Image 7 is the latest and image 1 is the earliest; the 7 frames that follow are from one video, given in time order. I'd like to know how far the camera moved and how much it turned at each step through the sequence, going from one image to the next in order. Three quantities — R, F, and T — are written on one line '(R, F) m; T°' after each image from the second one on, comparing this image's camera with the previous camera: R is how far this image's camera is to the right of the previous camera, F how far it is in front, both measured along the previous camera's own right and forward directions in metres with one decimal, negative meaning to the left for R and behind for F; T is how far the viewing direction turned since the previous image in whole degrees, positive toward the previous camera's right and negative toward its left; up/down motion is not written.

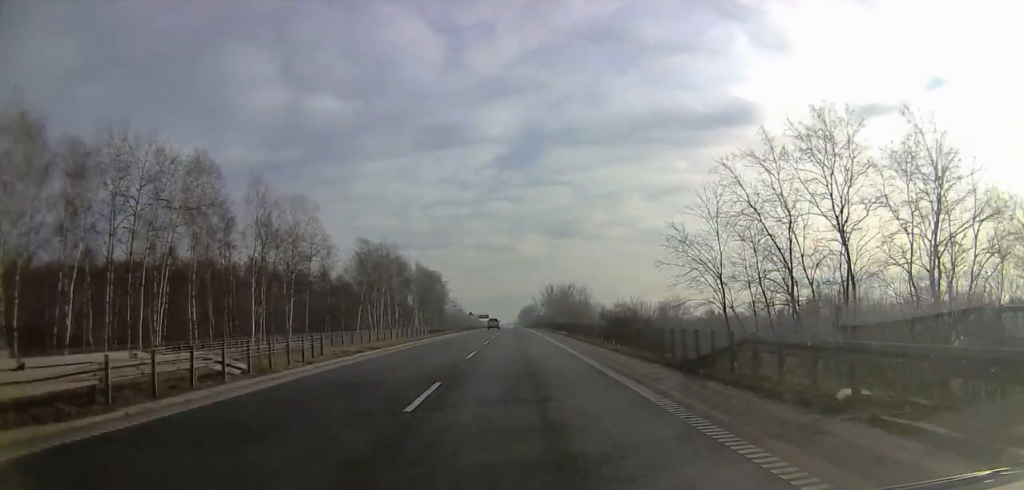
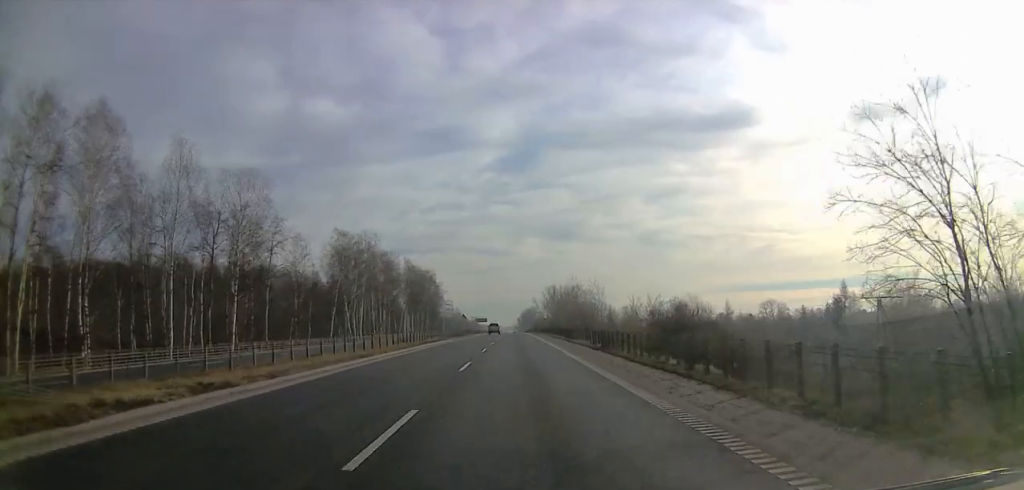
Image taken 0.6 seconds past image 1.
(+0.4, +15.4) m; 0°
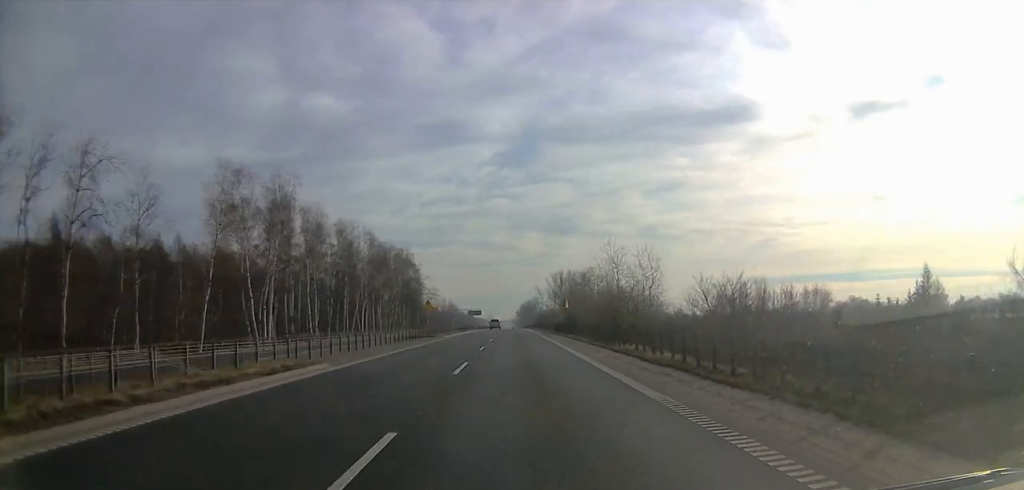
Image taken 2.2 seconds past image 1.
(-0.9, +38.4) m; -3°
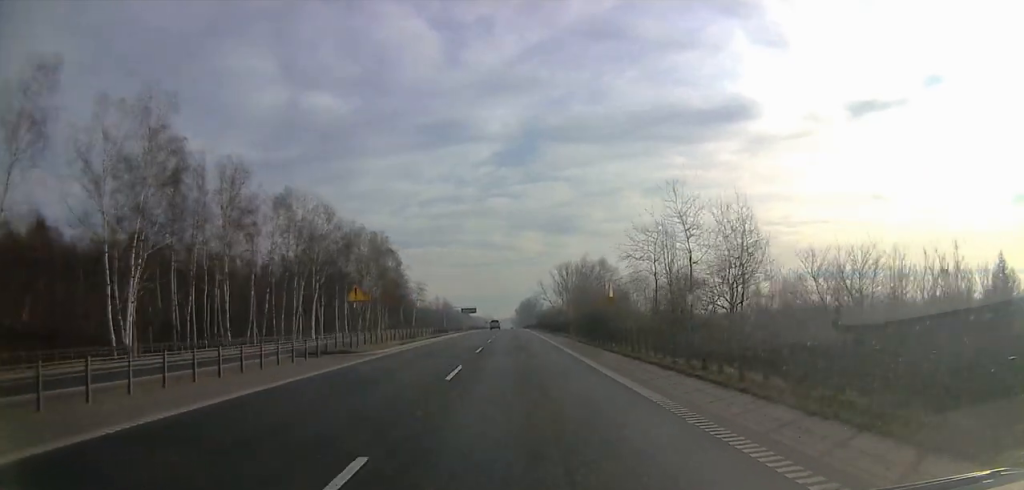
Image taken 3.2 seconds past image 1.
(-0.1, +25.9) m; +1°
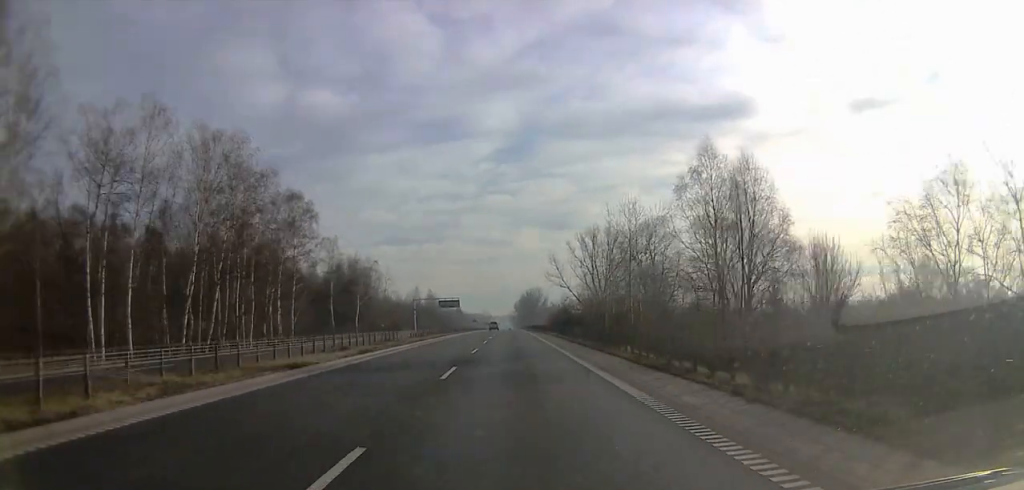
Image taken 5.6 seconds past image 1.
(+0.4, +61.1) m; -1°
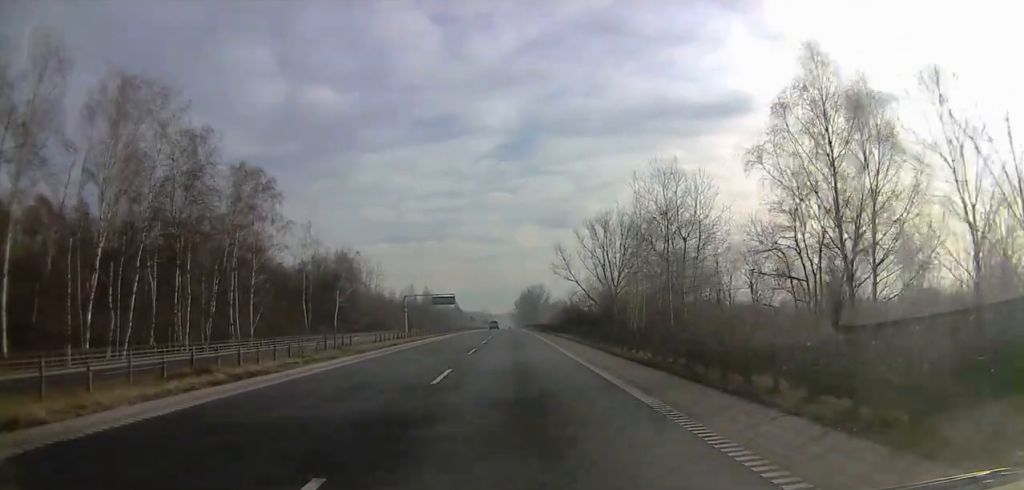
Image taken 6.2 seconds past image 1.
(0.0, +13.5) m; 0°
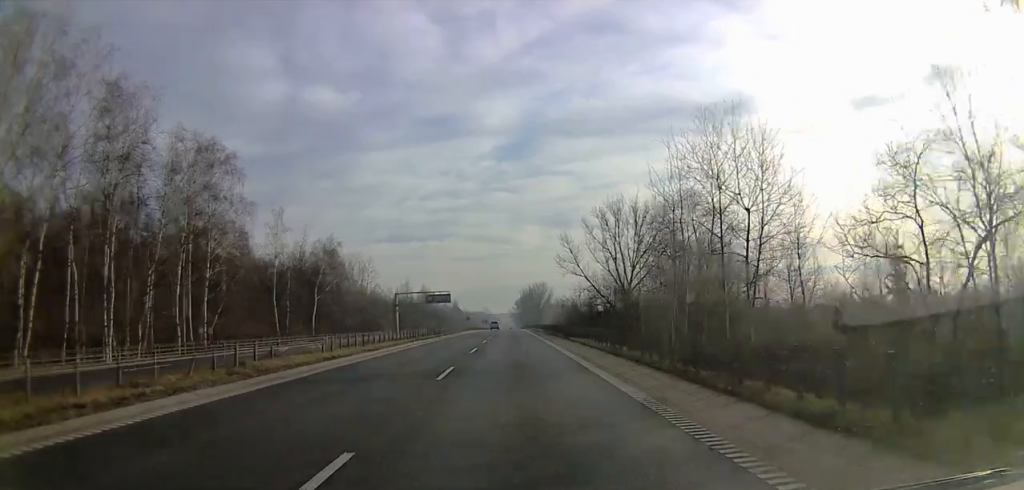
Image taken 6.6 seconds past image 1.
(-0.1, +10.7) m; 0°
